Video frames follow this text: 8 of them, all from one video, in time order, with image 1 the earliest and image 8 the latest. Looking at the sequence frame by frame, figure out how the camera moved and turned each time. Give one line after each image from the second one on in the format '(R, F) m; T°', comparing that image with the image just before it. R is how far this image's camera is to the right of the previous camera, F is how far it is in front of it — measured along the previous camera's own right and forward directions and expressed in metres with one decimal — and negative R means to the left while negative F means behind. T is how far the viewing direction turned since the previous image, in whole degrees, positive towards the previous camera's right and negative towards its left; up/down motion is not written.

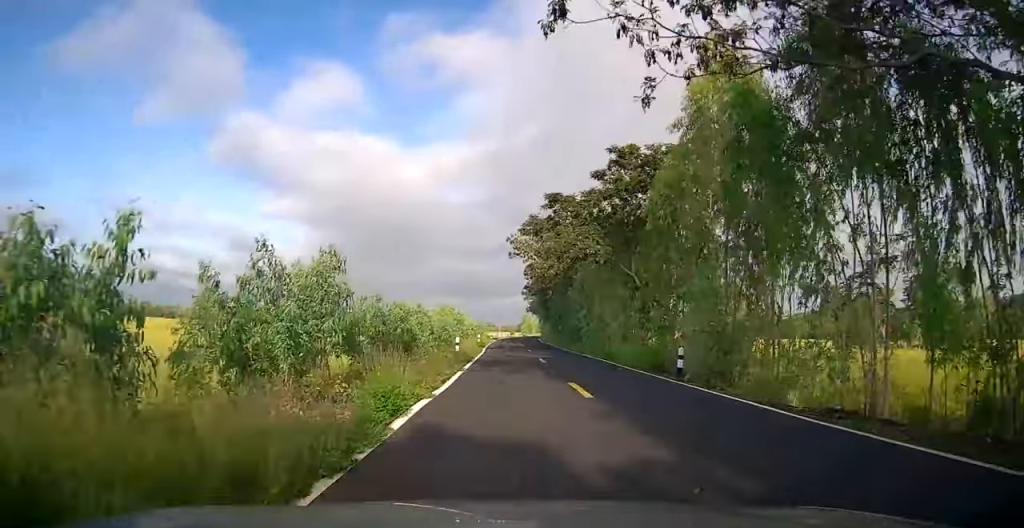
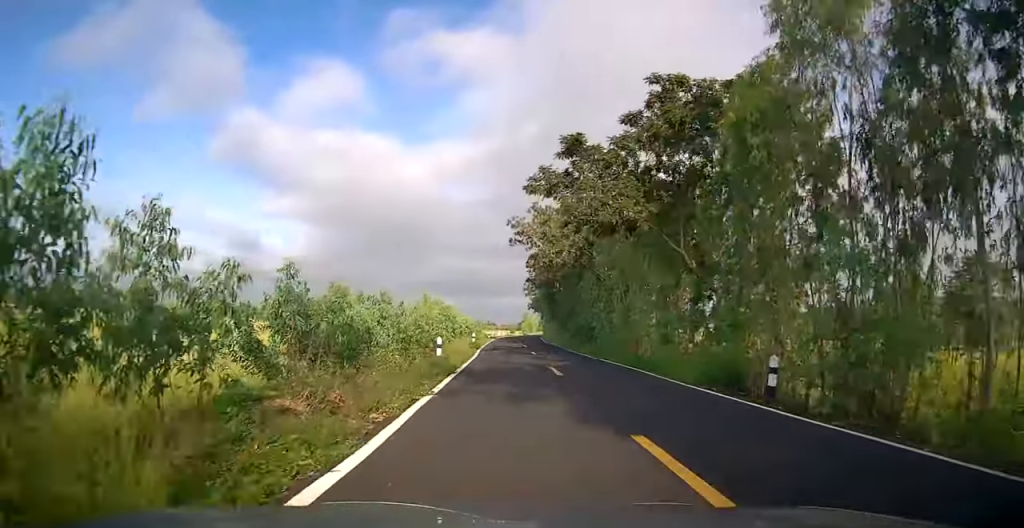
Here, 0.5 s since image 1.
(-0.1, +7.0) m; 0°
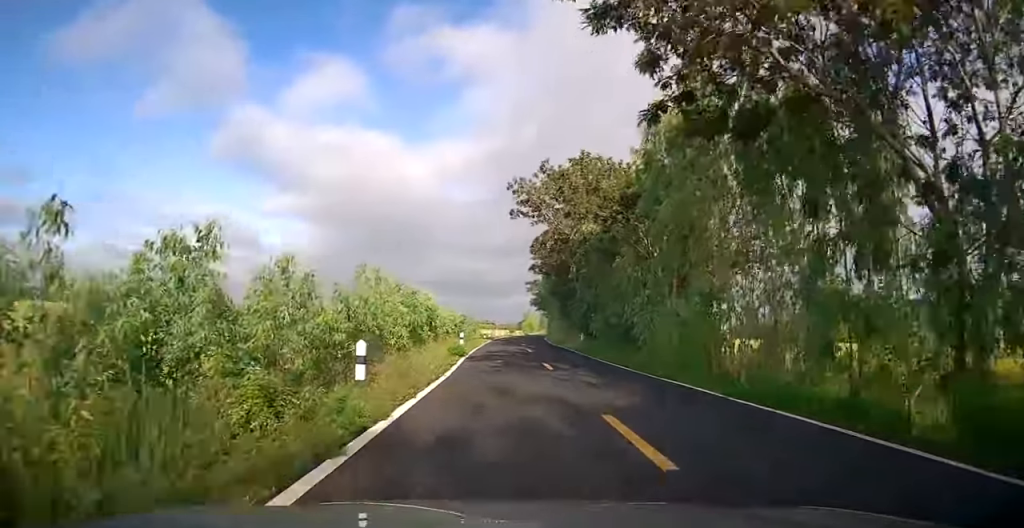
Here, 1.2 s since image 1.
(-0.2, +10.7) m; 0°
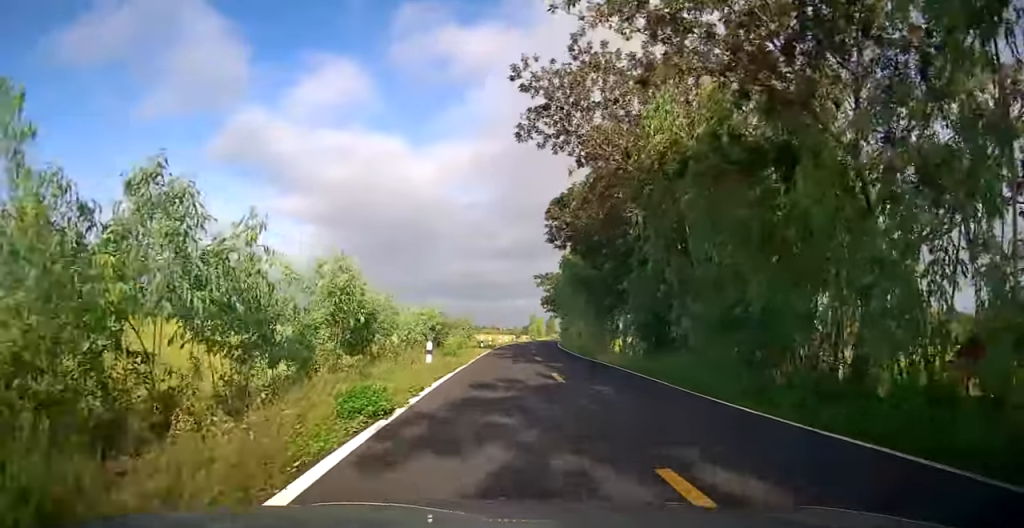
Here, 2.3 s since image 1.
(+0.4, +15.3) m; +1°
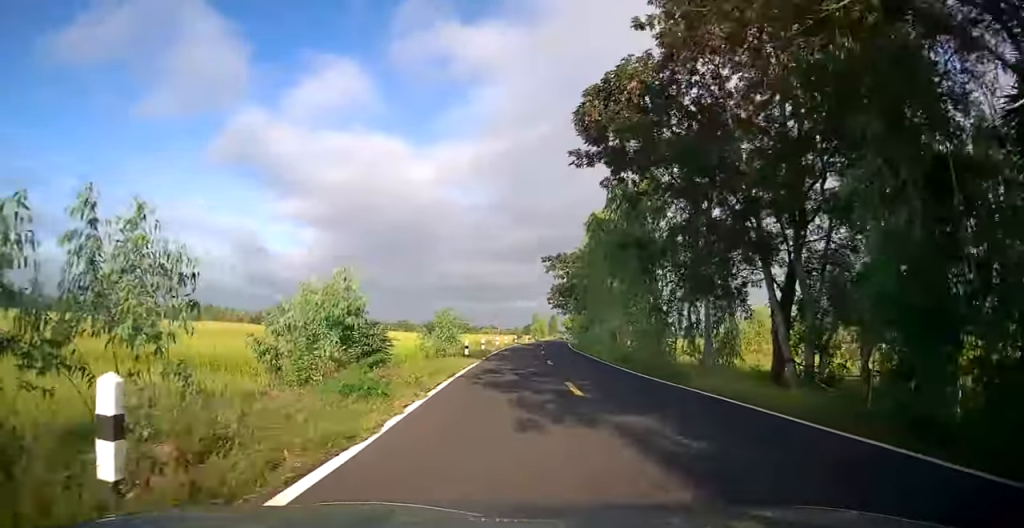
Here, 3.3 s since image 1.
(-0.1, +15.0) m; 0°
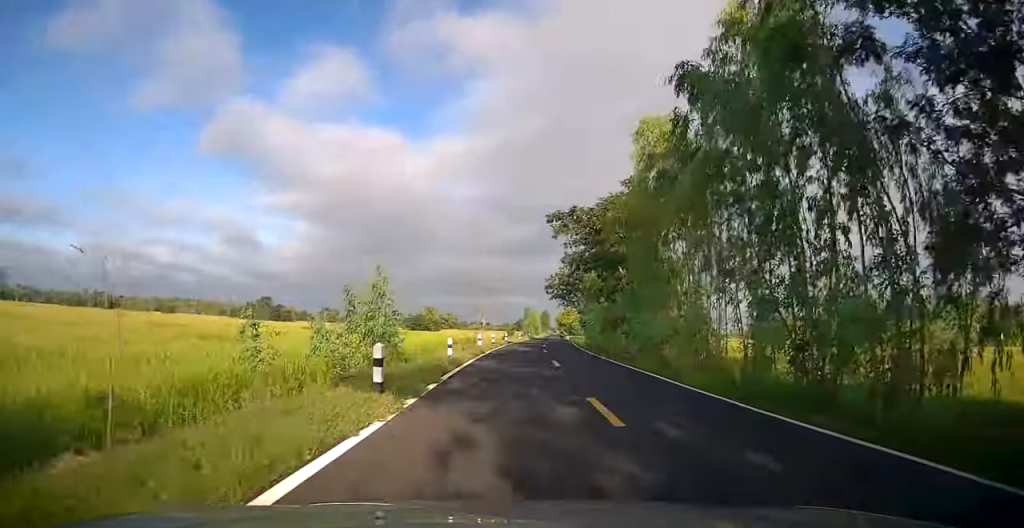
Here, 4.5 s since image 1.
(0.0, +16.4) m; 0°
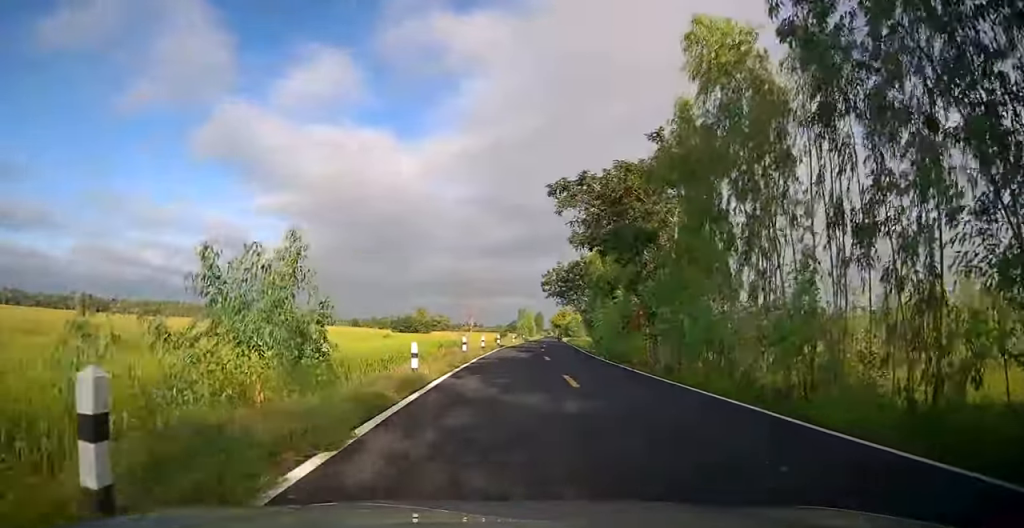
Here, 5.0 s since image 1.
(-0.1, +7.1) m; 0°
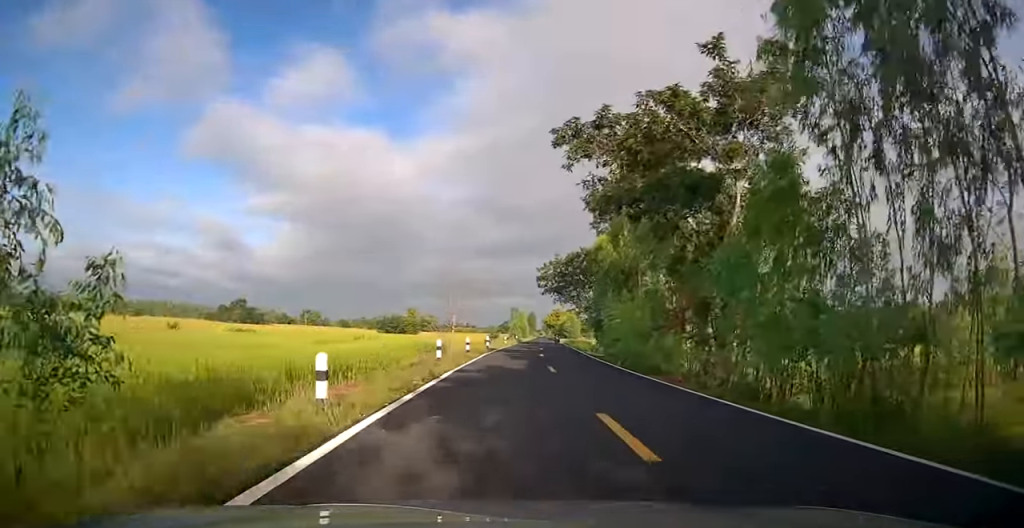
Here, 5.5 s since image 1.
(0.0, +7.3) m; 0°
